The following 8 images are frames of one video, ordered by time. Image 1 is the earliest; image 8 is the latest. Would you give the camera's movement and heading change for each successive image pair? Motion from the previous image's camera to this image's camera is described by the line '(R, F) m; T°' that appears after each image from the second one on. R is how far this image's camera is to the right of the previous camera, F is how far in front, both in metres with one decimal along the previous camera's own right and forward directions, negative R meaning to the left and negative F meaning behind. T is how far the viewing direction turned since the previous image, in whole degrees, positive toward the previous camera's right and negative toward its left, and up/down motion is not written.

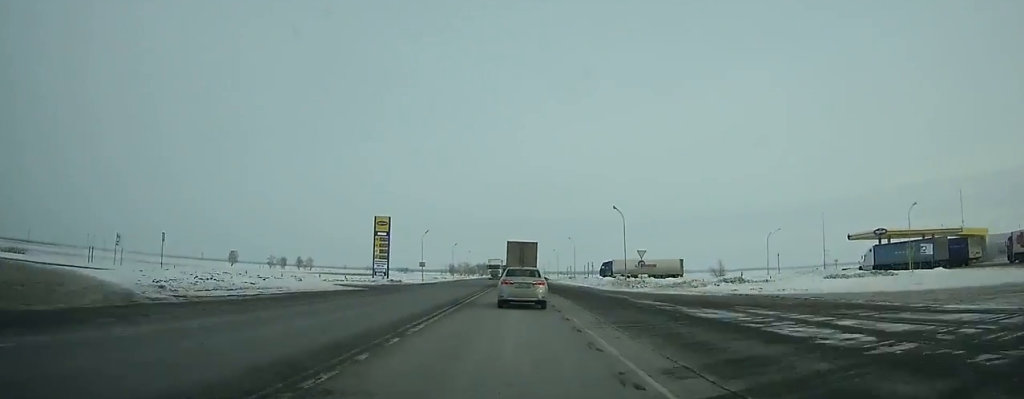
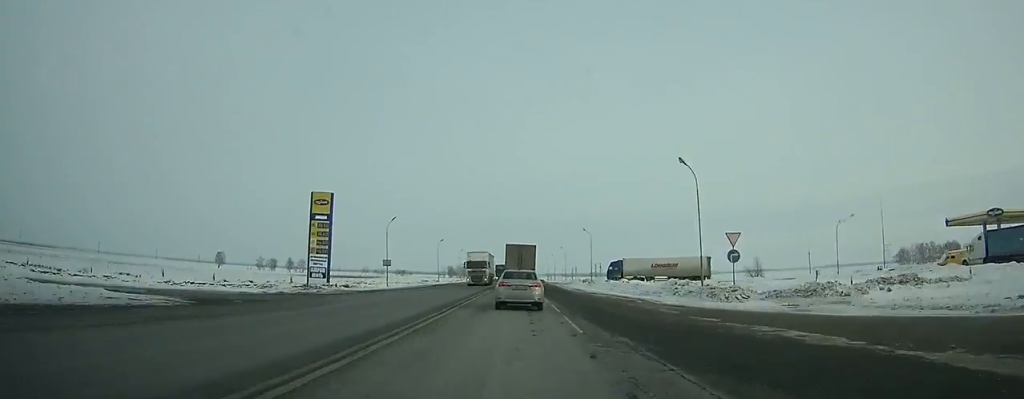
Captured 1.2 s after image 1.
(0.0, +24.0) m; 0°
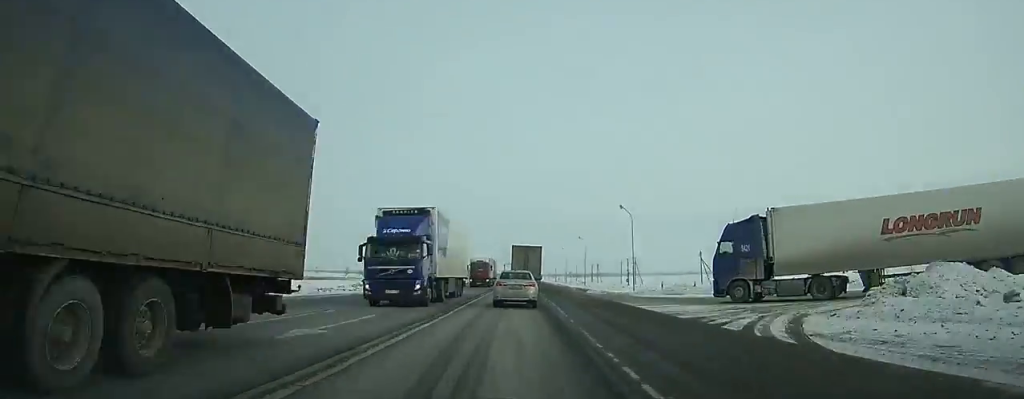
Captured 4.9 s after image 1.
(-0.3, +74.3) m; 0°
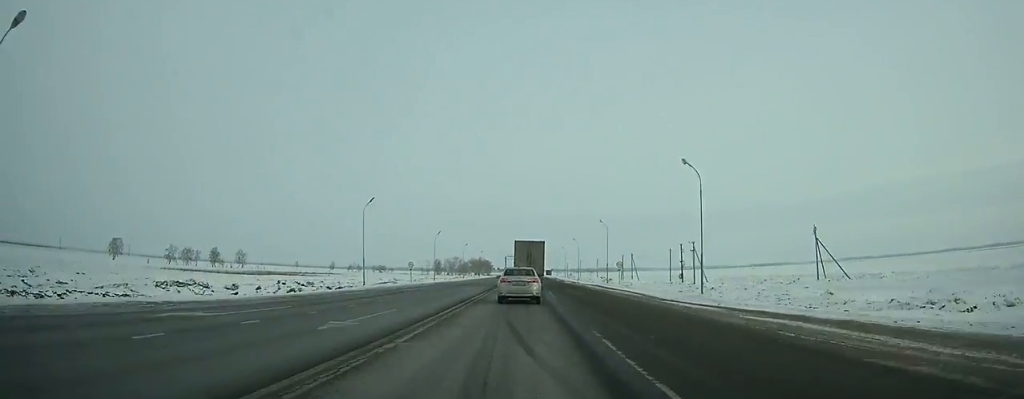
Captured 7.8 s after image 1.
(0.0, +58.5) m; 0°
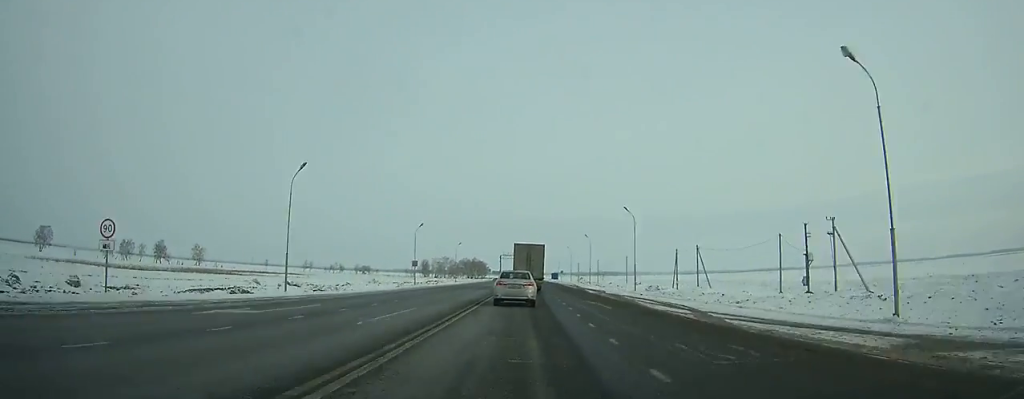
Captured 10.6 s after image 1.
(-0.1, +56.6) m; 0°
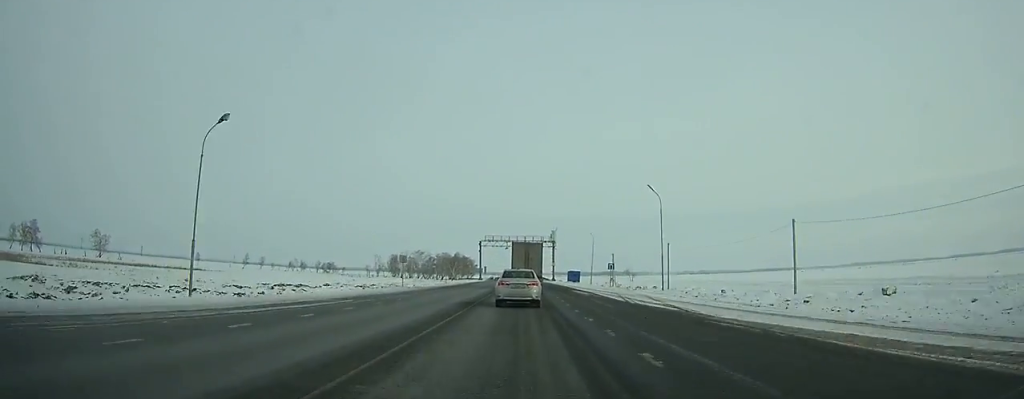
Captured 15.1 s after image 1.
(+0.3, +90.5) m; 0°
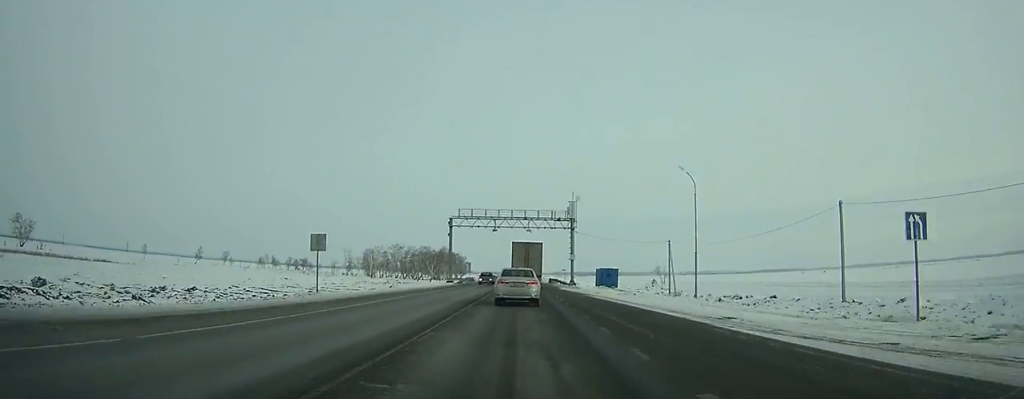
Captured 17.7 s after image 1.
(0.0, +52.3) m; 0°
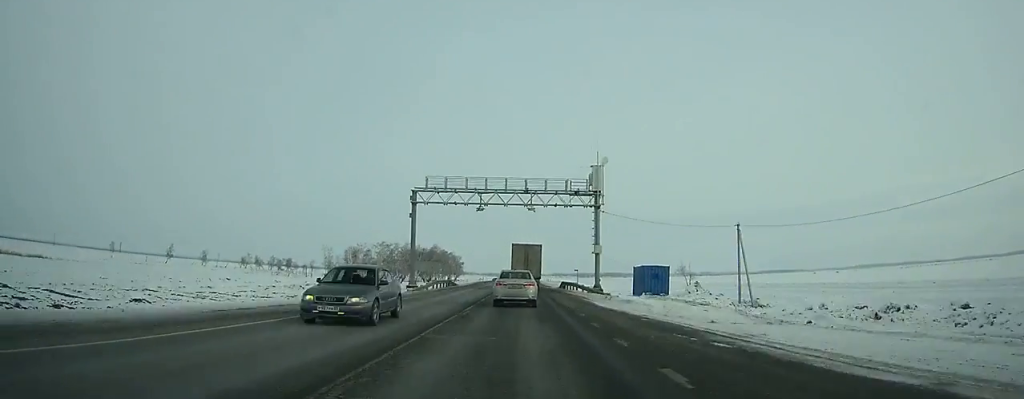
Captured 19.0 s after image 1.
(0.0, +26.3) m; 0°
